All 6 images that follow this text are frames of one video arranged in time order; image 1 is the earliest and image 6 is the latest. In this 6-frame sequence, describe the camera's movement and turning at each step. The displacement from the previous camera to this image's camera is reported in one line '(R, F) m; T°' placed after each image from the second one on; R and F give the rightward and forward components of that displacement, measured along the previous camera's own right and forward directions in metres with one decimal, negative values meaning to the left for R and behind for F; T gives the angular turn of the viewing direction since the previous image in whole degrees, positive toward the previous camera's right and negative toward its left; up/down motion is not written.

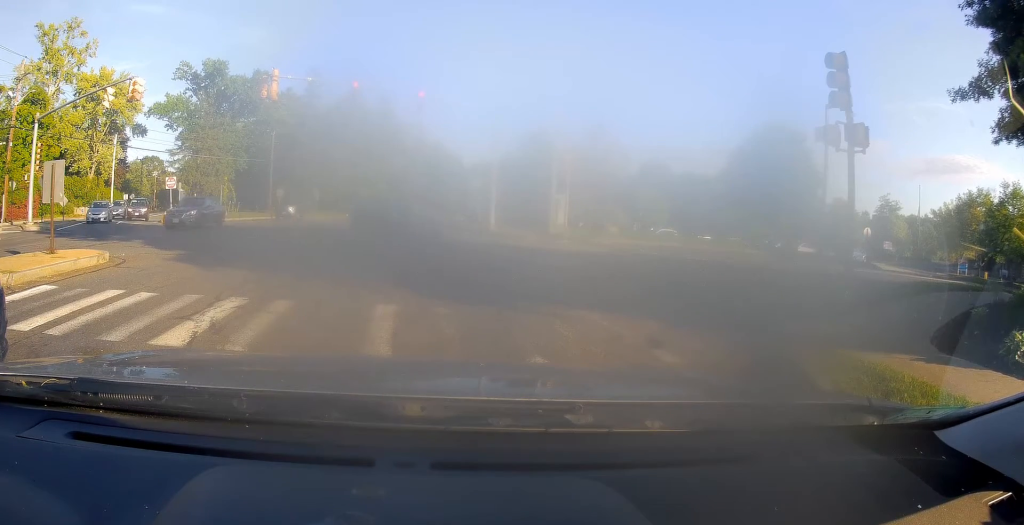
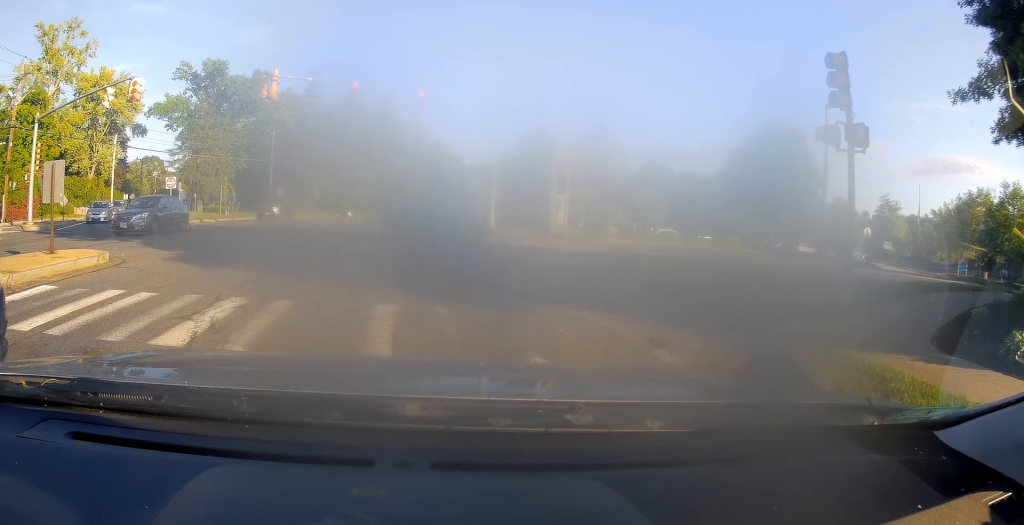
(0.0, 0.0) m; 0°
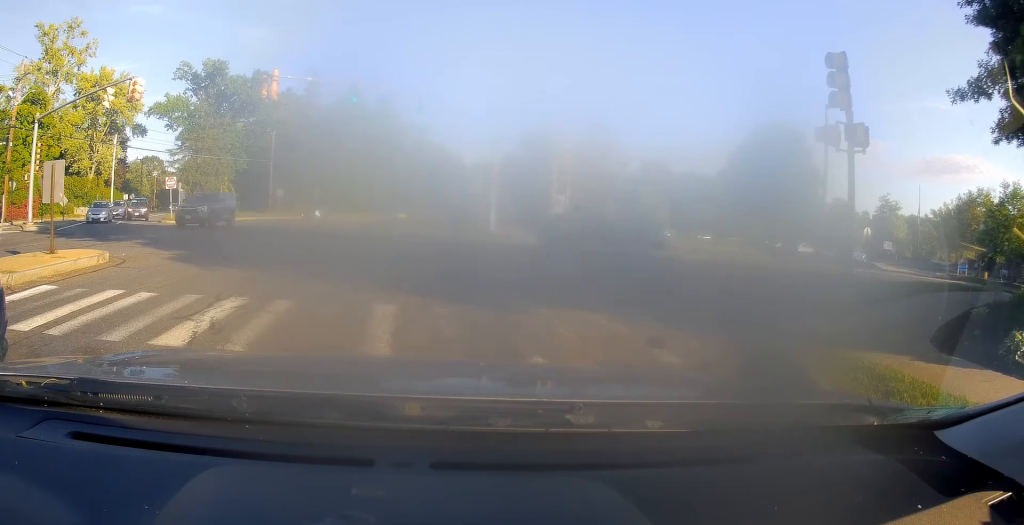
(0.0, 0.0) m; 0°
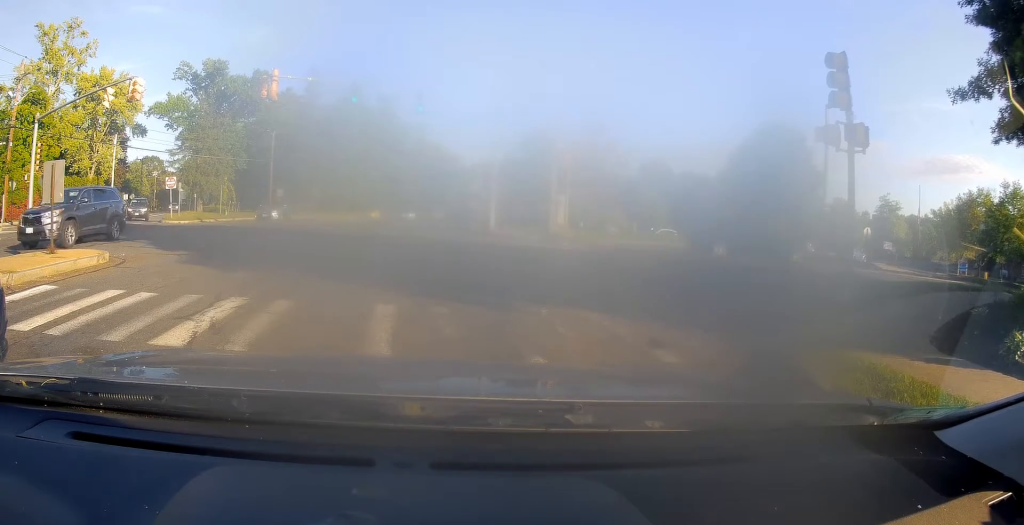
(0.0, 0.0) m; 0°
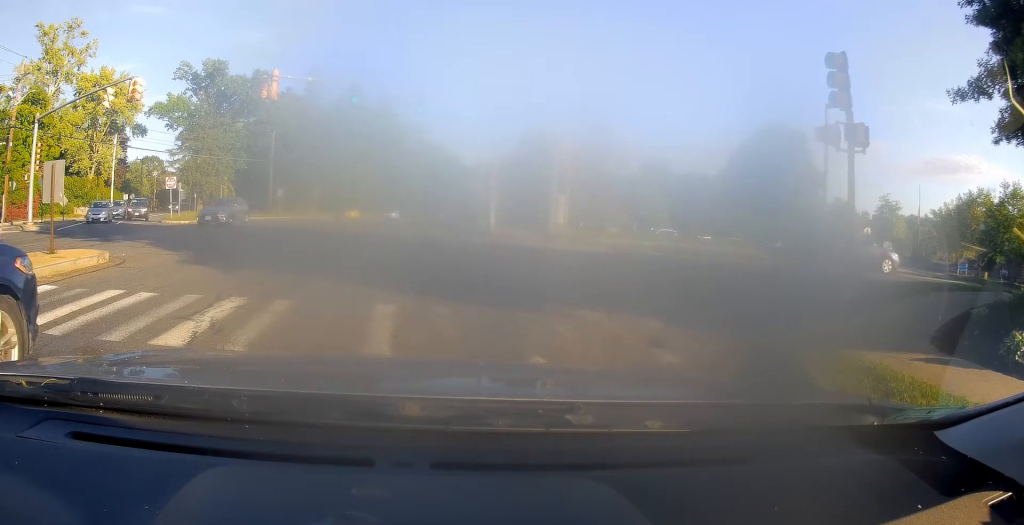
(0.0, 0.0) m; 0°
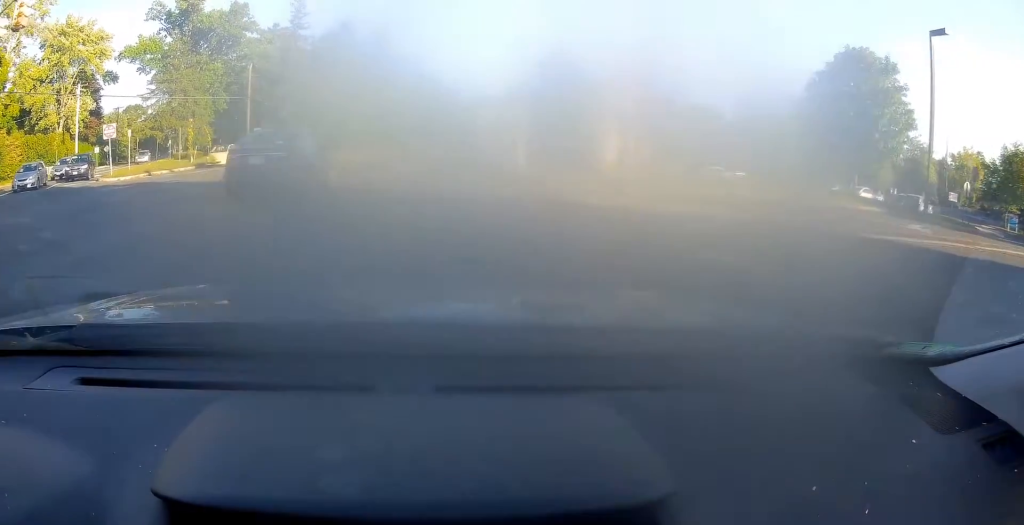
(-0.1, +3.0) m; -6°
